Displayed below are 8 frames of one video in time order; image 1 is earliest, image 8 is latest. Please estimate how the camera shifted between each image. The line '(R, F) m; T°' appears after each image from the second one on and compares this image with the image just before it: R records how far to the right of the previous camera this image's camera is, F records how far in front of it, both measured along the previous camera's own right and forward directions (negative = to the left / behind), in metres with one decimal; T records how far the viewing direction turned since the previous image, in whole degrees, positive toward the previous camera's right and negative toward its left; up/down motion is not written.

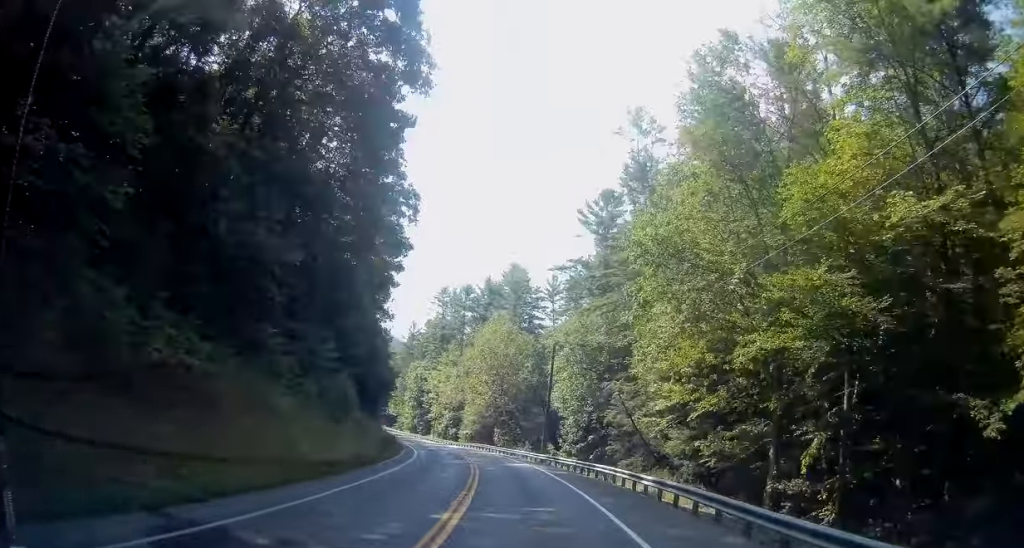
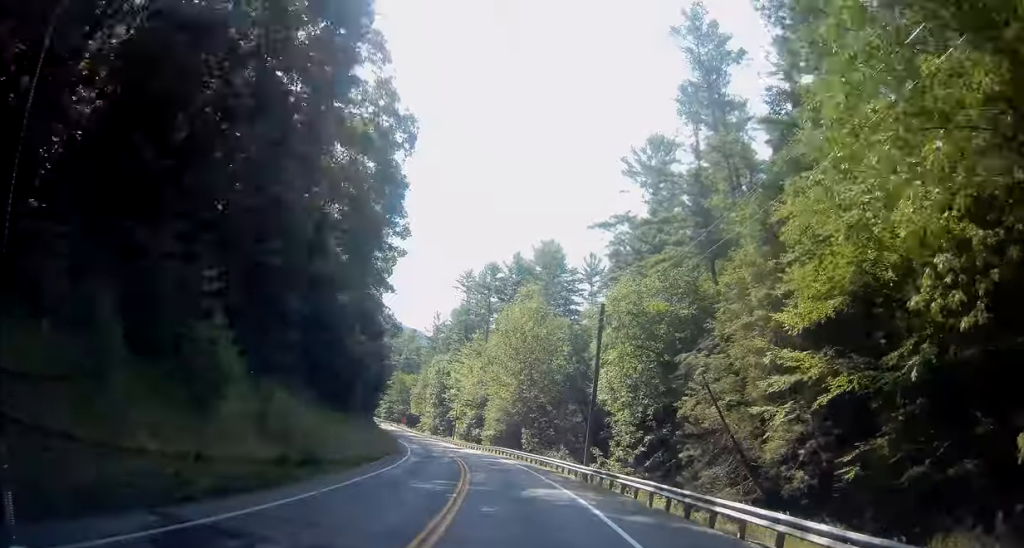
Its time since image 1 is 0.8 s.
(-0.7, +17.2) m; -4°
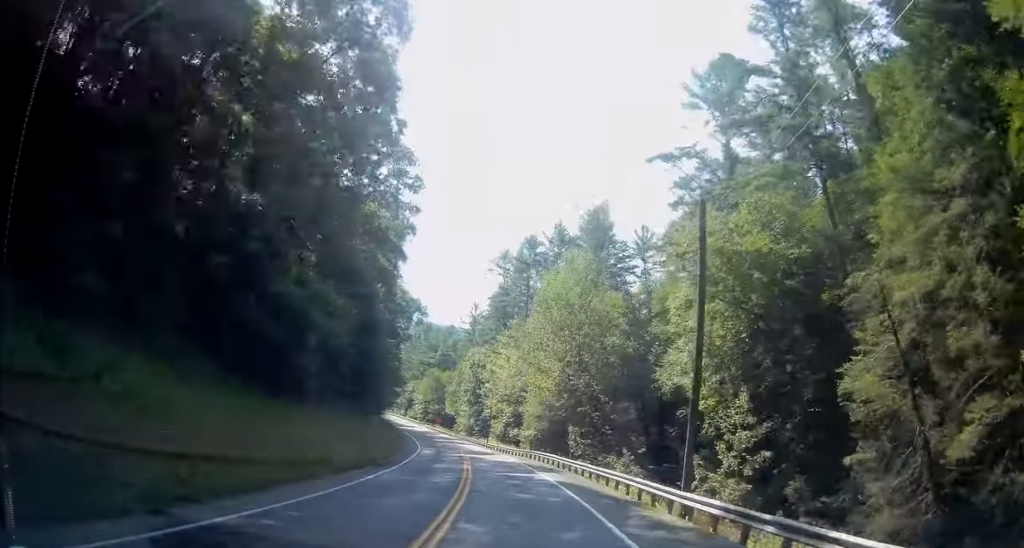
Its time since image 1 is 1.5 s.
(-0.1, +16.0) m; -4°
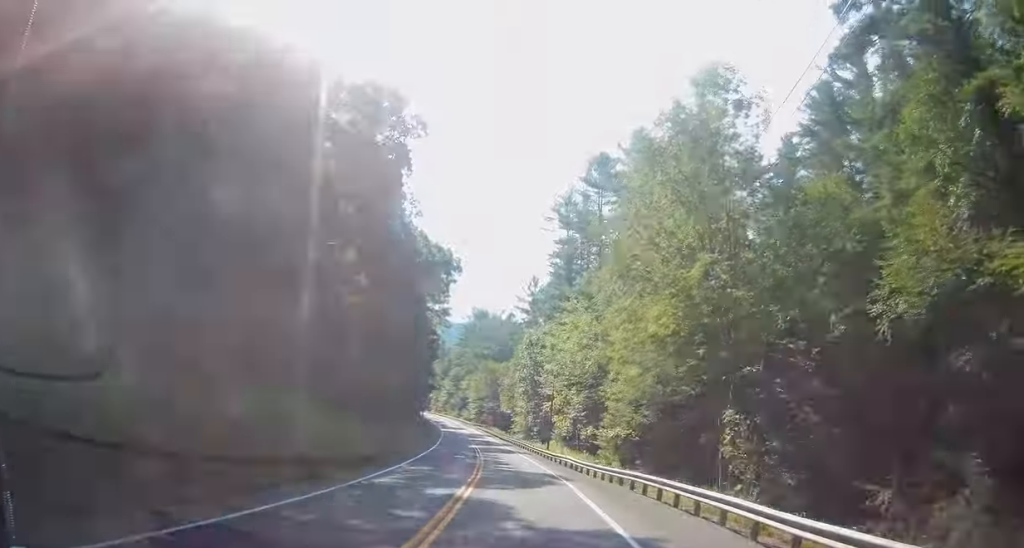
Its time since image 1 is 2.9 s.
(-2.6, +29.9) m; -7°
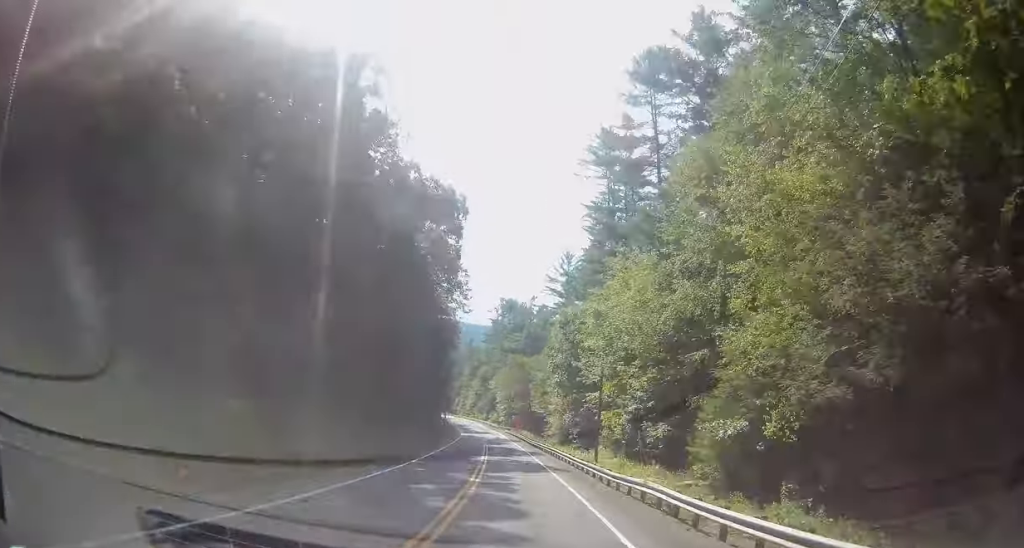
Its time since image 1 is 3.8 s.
(-0.2, +20.5) m; -4°
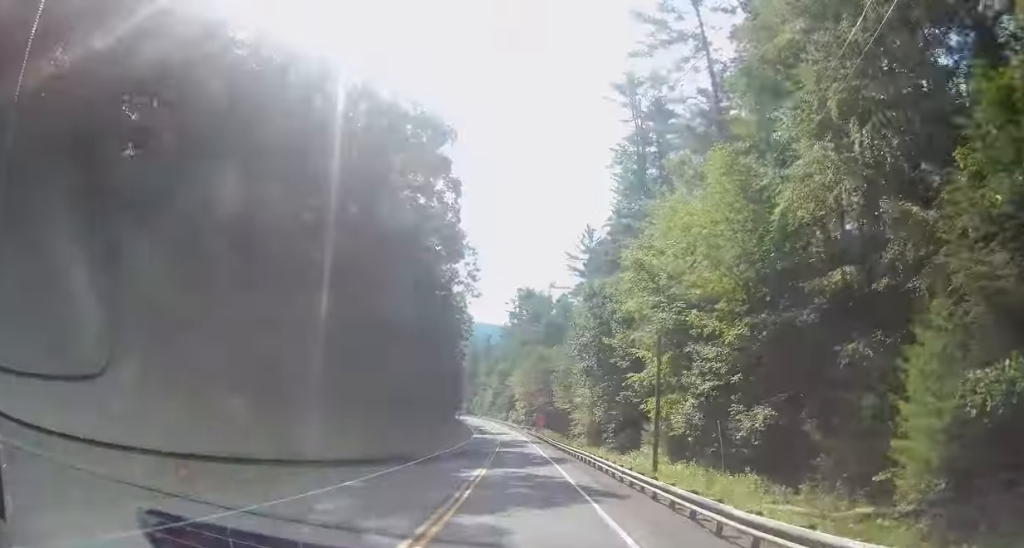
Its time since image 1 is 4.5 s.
(-0.8, +13.8) m; -3°
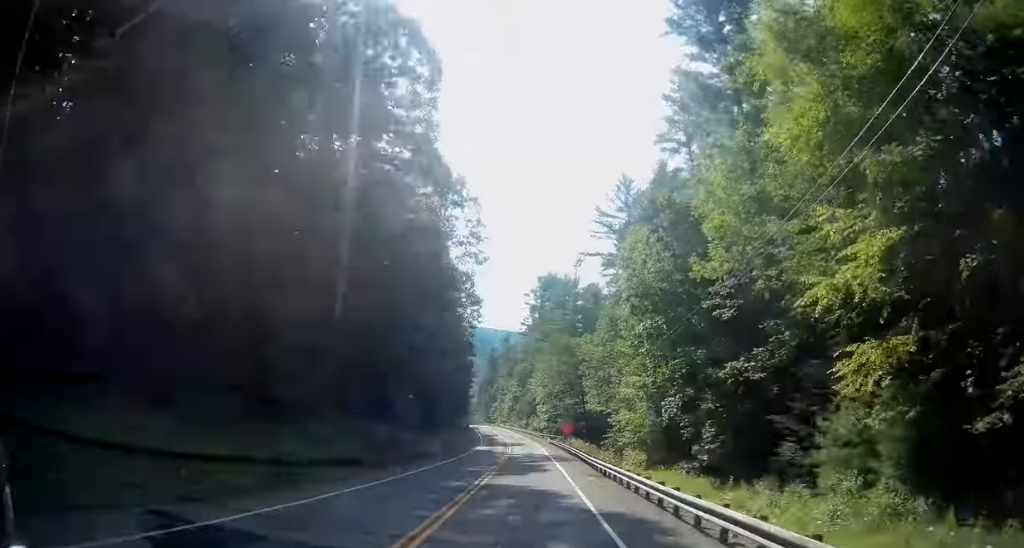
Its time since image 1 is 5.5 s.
(-0.4, +23.2) m; -3°
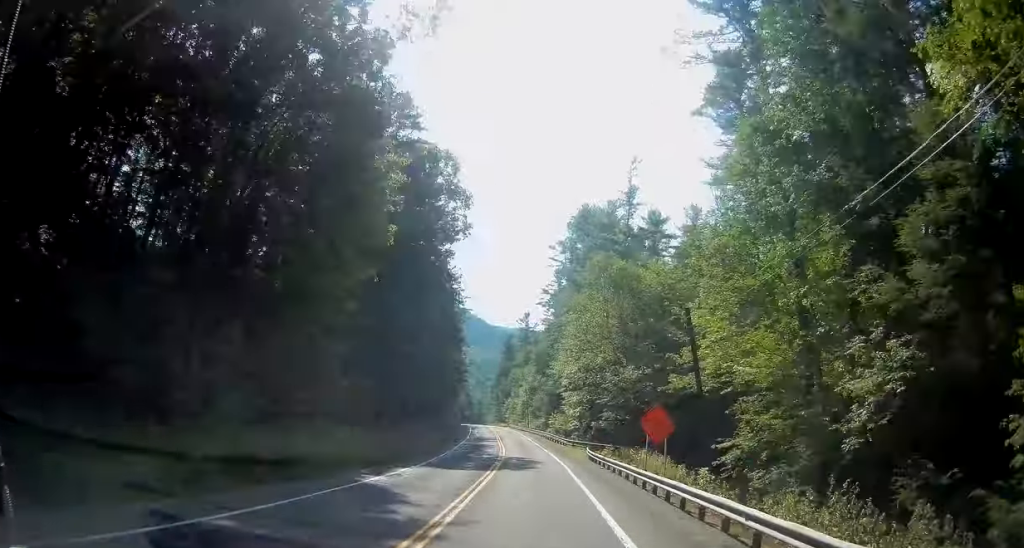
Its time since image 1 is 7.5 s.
(-2.0, +41.9) m; -4°
